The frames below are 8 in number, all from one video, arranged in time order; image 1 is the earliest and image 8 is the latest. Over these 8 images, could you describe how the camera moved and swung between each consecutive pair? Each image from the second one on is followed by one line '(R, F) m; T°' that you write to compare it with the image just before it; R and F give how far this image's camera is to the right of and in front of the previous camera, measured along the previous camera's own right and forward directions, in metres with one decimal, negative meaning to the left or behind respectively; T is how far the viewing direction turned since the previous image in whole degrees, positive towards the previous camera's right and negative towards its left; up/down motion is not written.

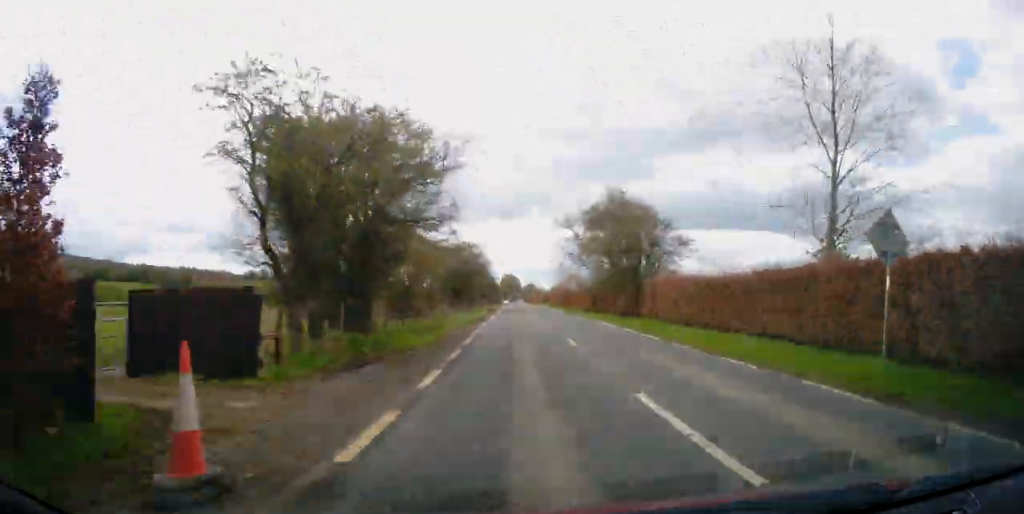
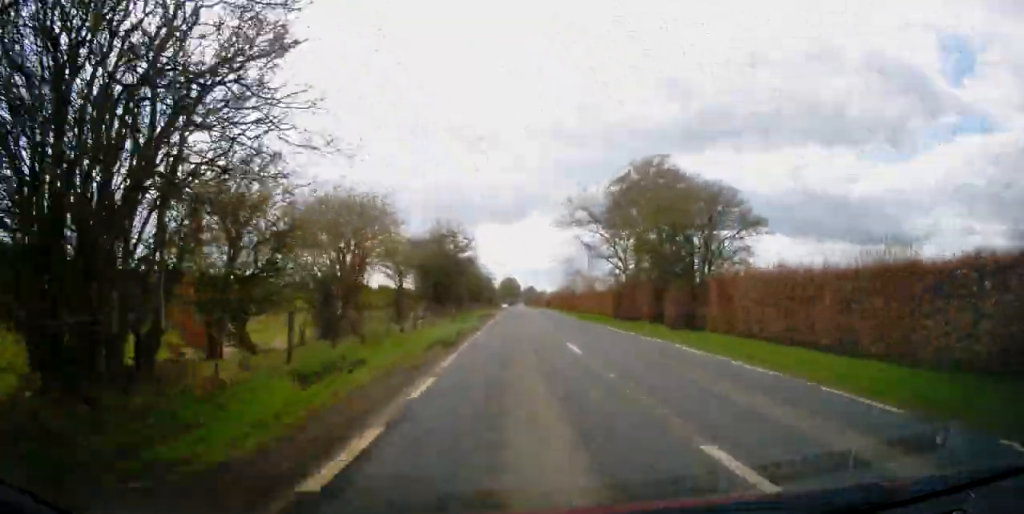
(-0.6, +12.7) m; -2°
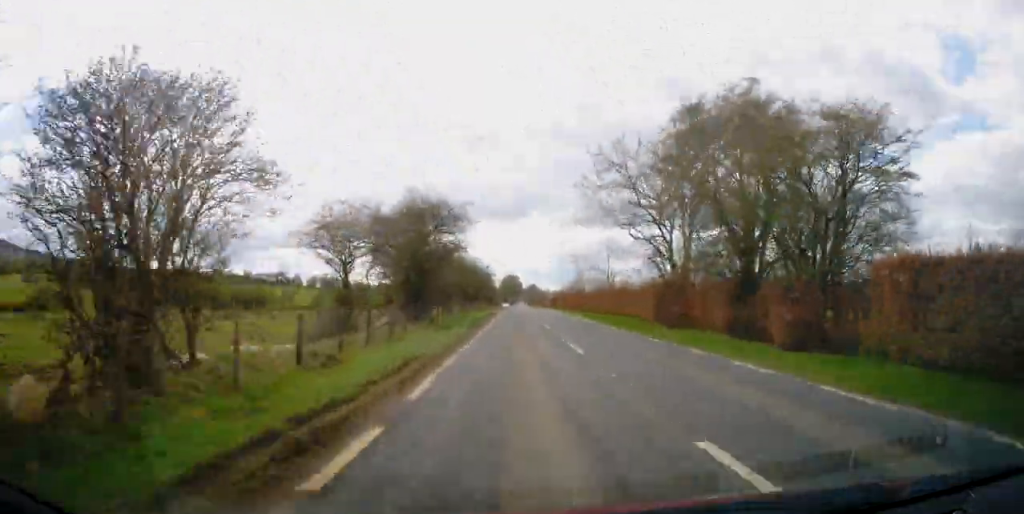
(+0.1, +12.2) m; 0°
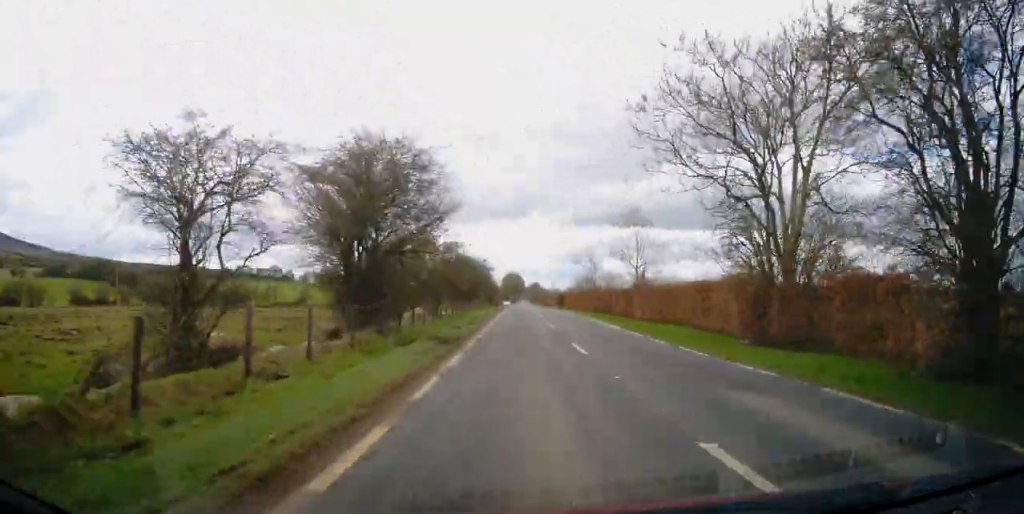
(+0.1, +12.2) m; 0°
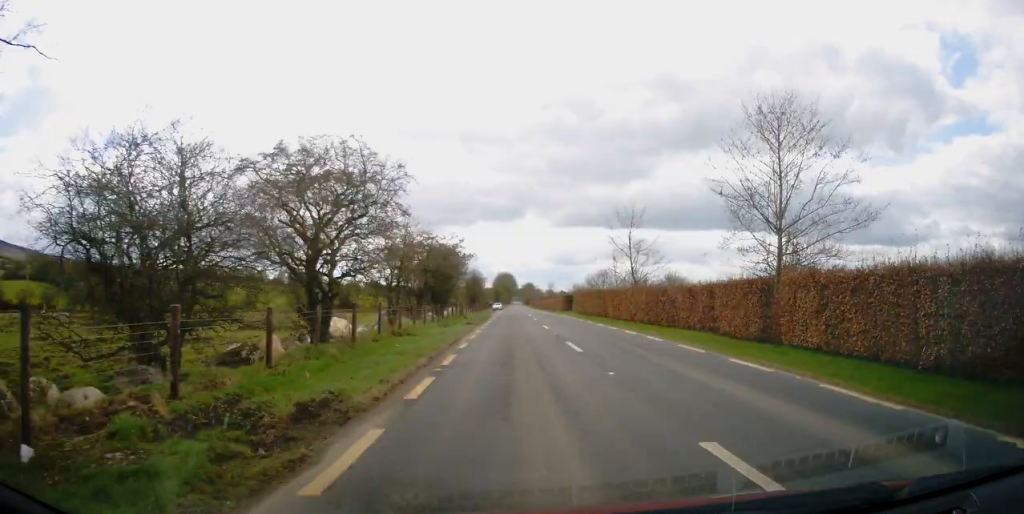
(-0.3, +24.1) m; 0°
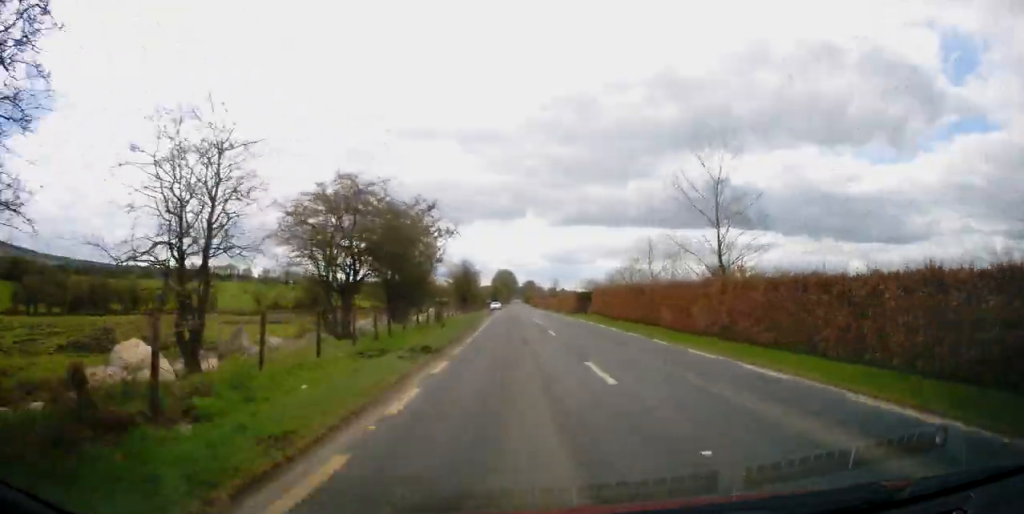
(+0.2, +16.9) m; +1°
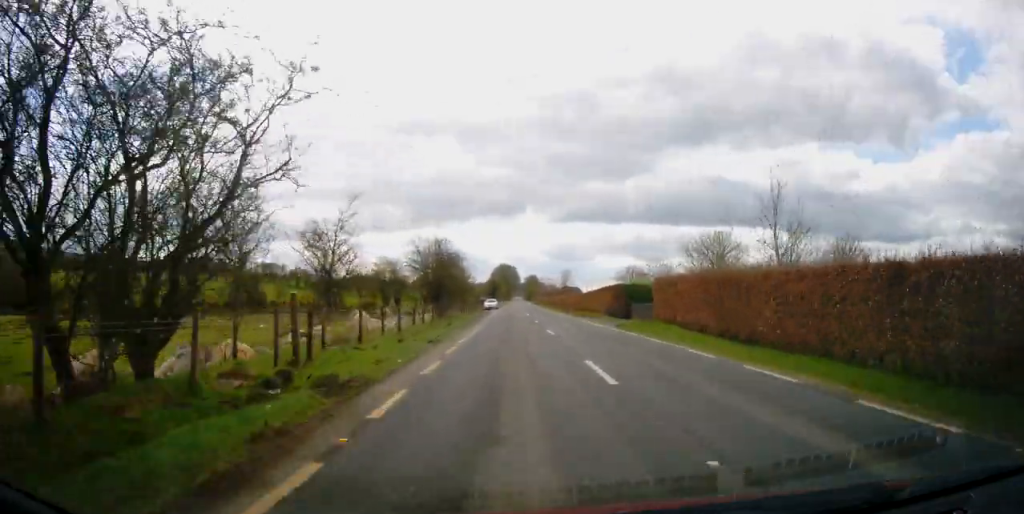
(+0.2, +24.0) m; 0°
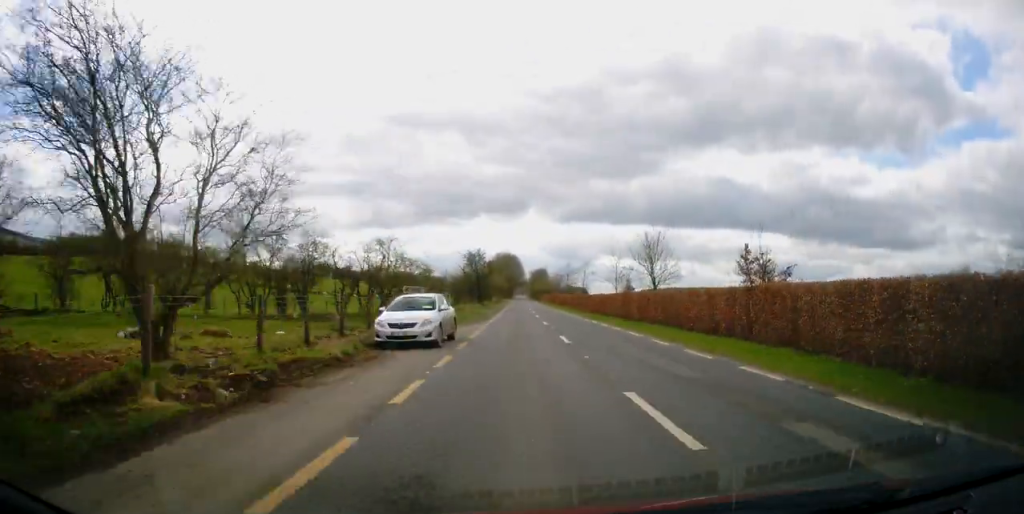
(-0.7, +67.2) m; -1°
